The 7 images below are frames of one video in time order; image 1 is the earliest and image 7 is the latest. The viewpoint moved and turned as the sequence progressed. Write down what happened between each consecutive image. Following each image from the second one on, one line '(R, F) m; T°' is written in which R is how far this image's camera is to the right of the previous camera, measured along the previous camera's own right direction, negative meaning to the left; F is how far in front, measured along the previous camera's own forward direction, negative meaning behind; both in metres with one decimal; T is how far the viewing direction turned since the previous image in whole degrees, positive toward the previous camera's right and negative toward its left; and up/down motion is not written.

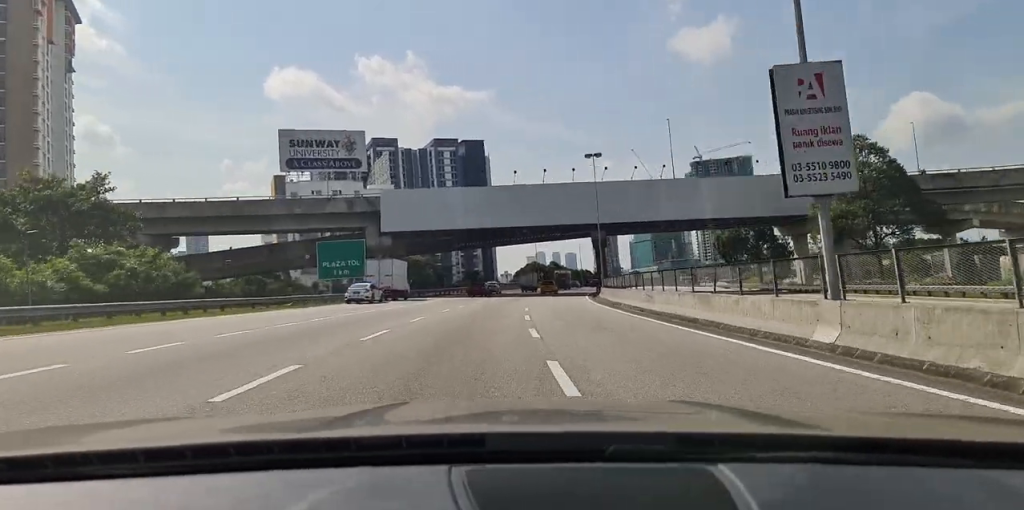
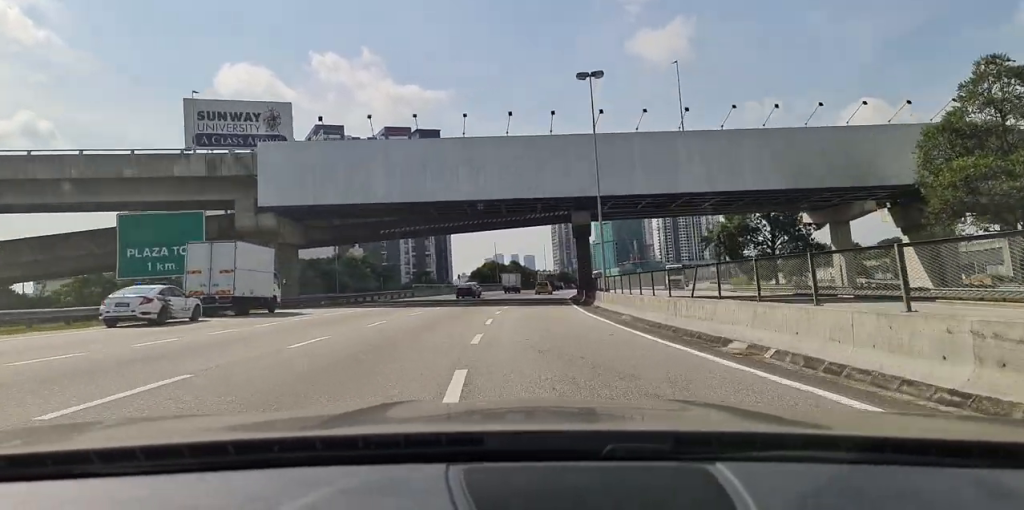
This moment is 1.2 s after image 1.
(0.0, +27.3) m; +2°
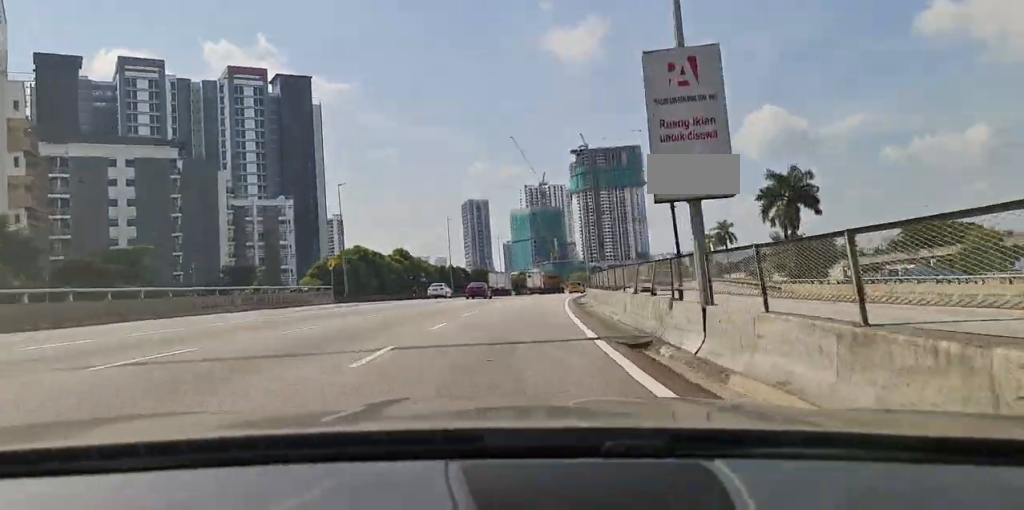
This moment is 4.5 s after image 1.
(+6.4, +79.2) m; +13°
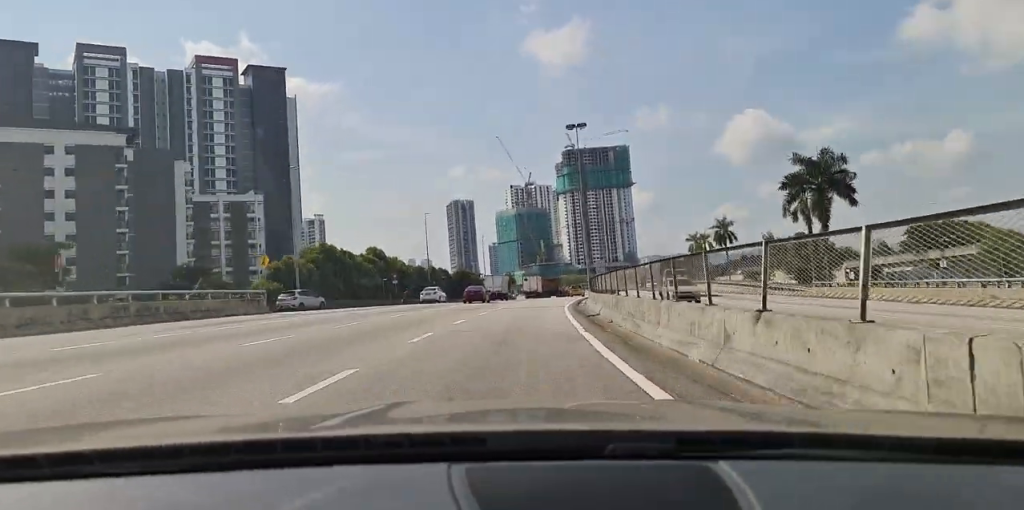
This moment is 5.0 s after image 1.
(+0.8, +11.7) m; +2°
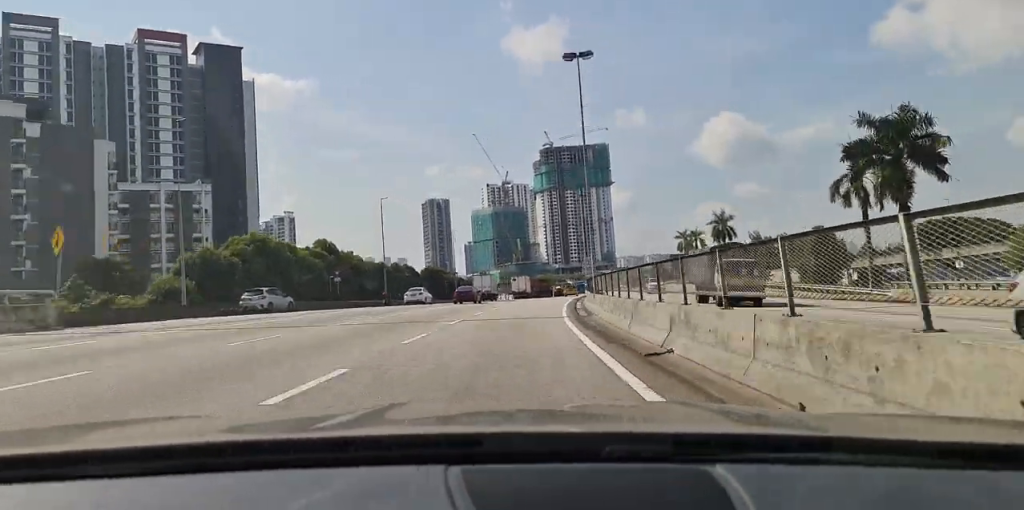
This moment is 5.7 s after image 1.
(+0.6, +18.5) m; +2°
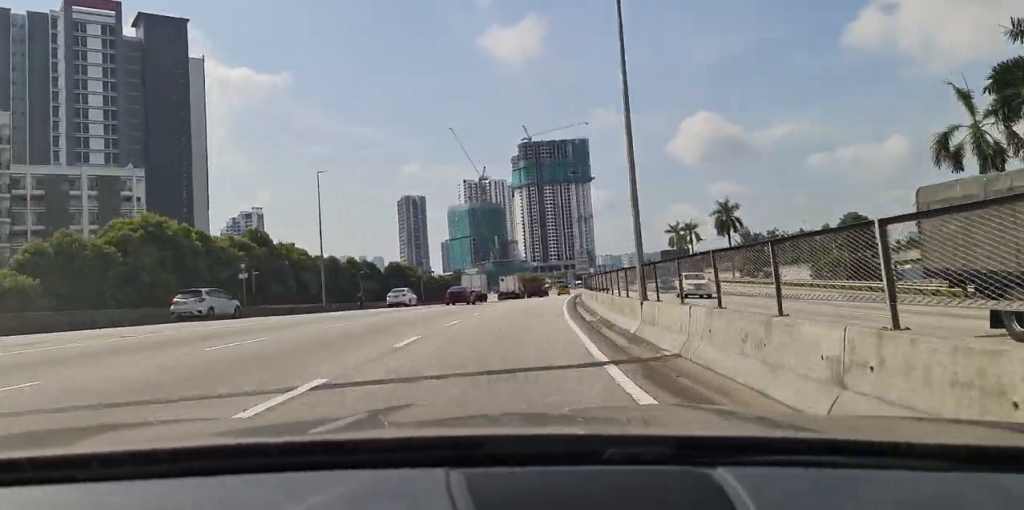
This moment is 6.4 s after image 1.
(0.0, +18.0) m; 0°
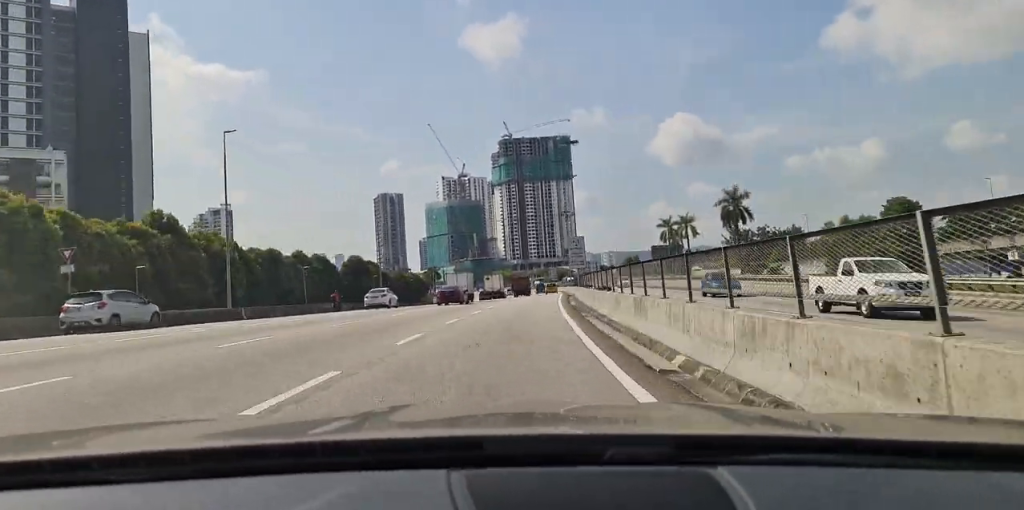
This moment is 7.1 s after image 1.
(0.0, +17.4) m; 0°
